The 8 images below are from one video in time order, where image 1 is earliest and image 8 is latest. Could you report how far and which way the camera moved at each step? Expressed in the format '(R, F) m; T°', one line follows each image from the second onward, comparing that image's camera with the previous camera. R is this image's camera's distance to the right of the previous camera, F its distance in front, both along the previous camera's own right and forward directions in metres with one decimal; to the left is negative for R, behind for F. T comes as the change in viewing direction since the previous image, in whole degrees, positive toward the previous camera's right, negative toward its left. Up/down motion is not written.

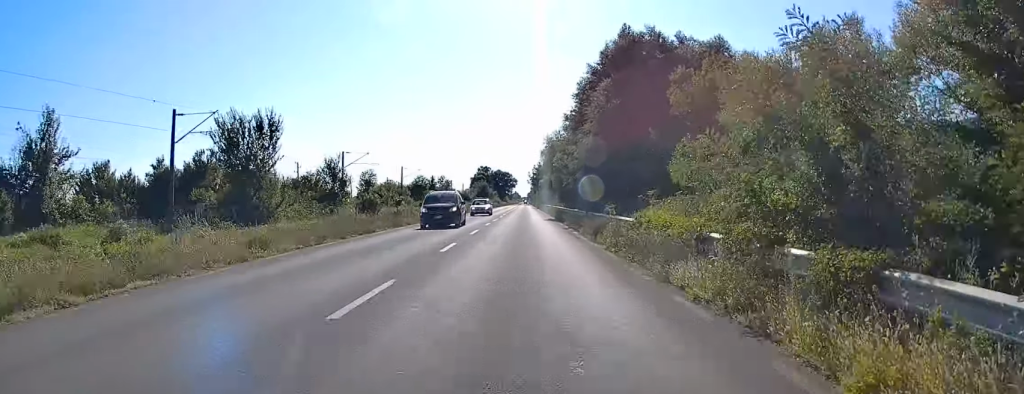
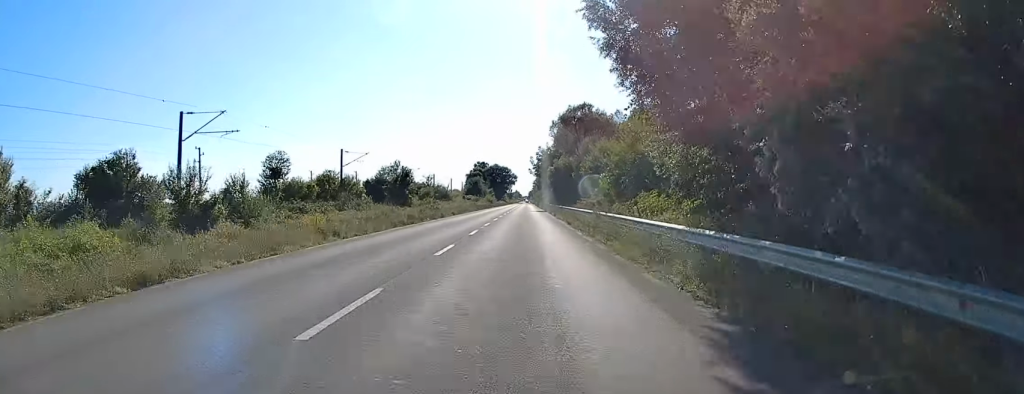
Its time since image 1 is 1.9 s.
(-0.8, +45.8) m; -1°
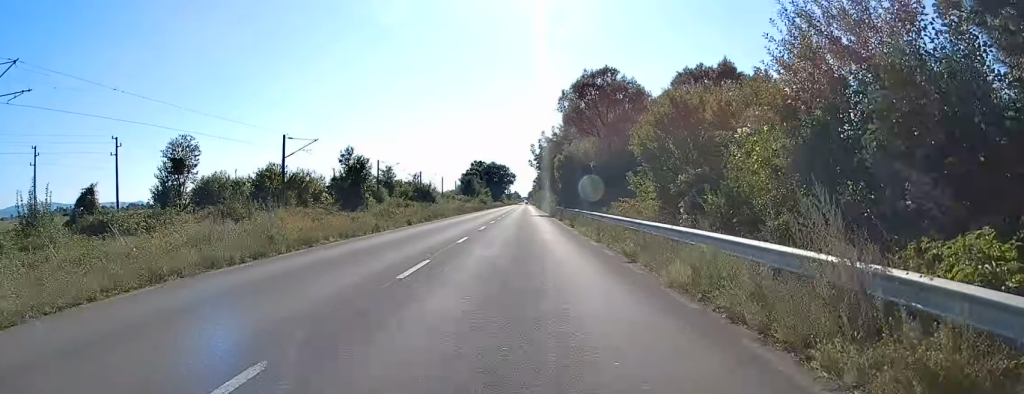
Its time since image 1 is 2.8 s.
(0.0, +22.1) m; 0°
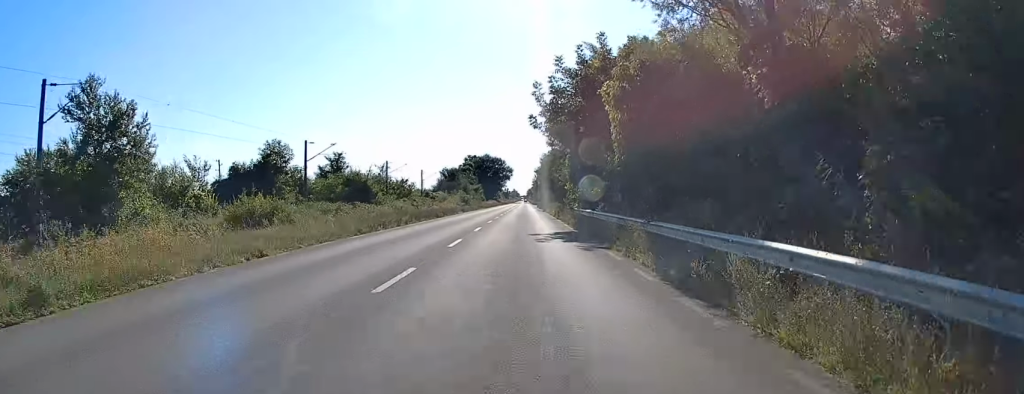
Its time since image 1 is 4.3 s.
(0.0, +37.8) m; 0°
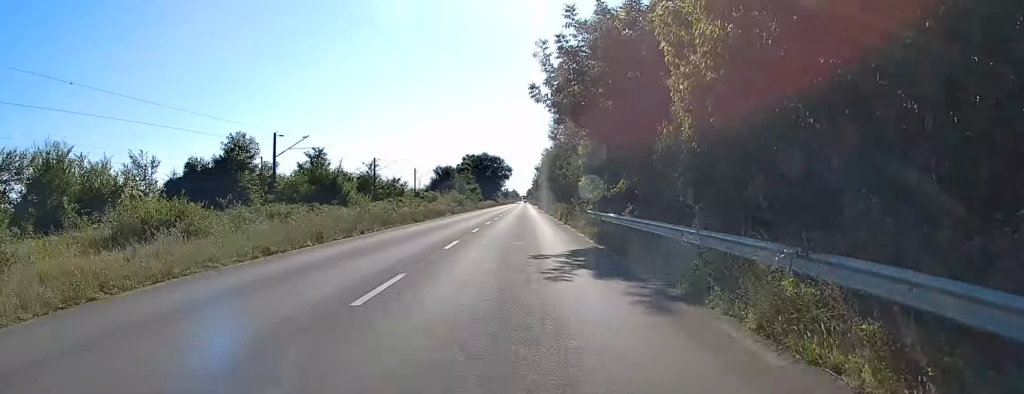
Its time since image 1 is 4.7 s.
(0.0, +9.9) m; 0°
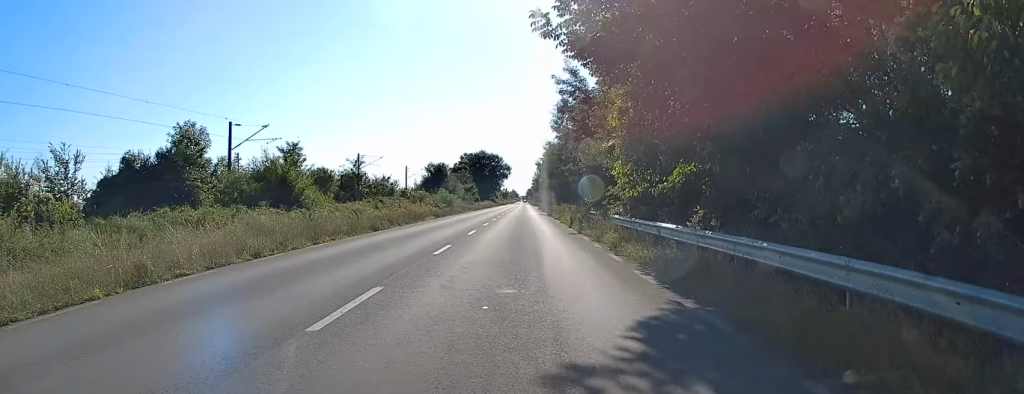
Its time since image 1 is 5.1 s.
(0.0, +10.6) m; 0°
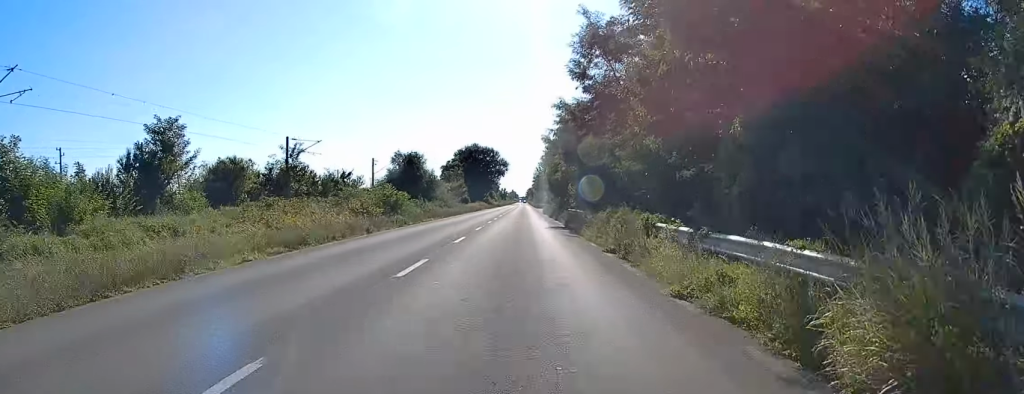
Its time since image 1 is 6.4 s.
(0.0, +31.1) m; 0°
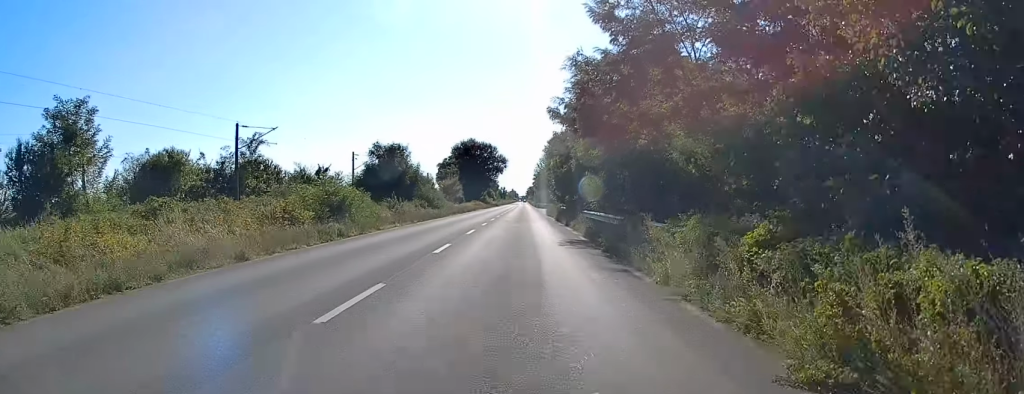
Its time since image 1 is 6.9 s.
(0.0, +13.1) m; 0°
